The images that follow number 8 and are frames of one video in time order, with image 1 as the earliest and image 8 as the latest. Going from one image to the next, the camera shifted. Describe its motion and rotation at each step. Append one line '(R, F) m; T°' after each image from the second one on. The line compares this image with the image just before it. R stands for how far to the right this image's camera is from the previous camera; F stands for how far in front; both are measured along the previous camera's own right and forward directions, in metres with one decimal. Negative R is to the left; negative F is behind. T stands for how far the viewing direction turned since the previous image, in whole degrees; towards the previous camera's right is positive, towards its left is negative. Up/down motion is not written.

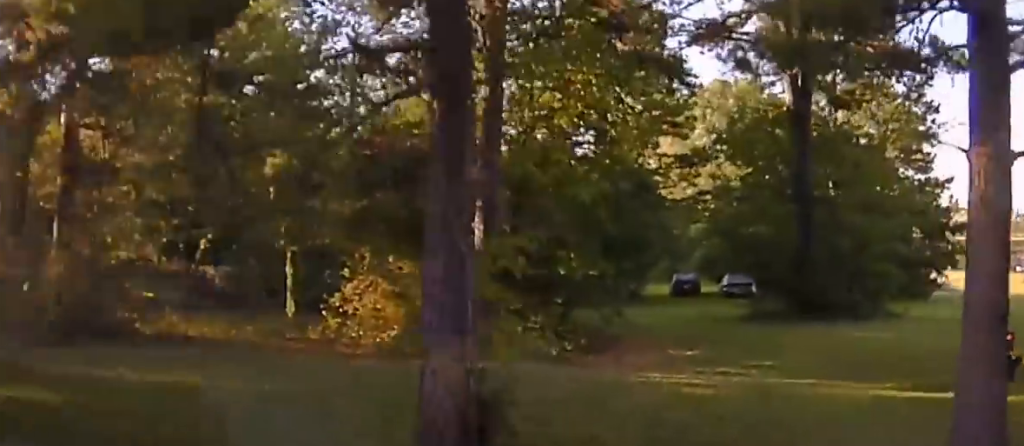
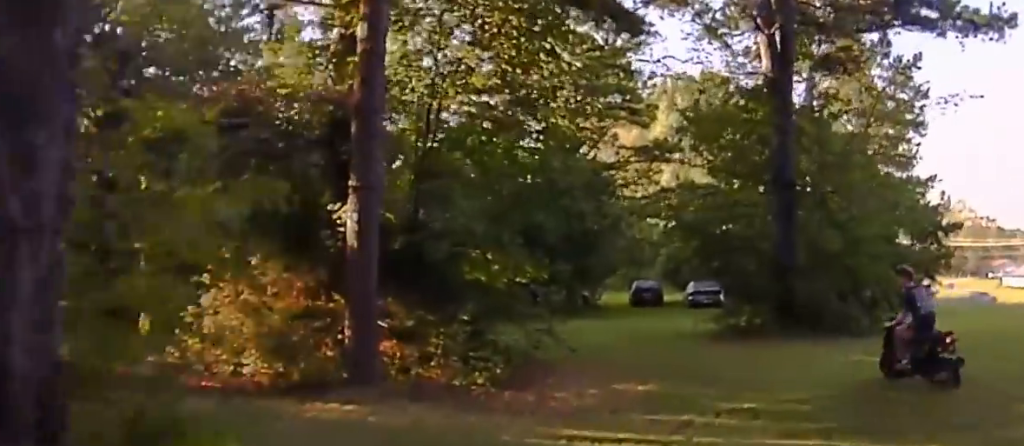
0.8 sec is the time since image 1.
(+0.2, +4.8) m; +4°
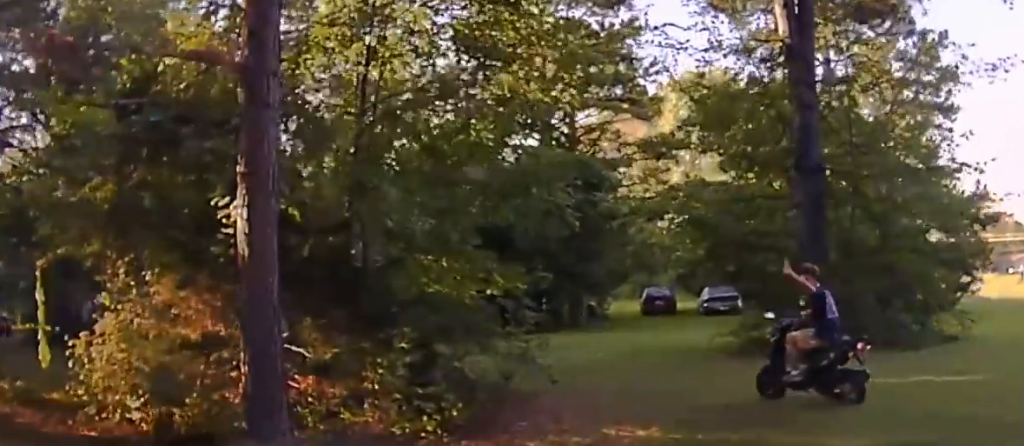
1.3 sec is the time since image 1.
(+0.2, +3.0) m; +2°
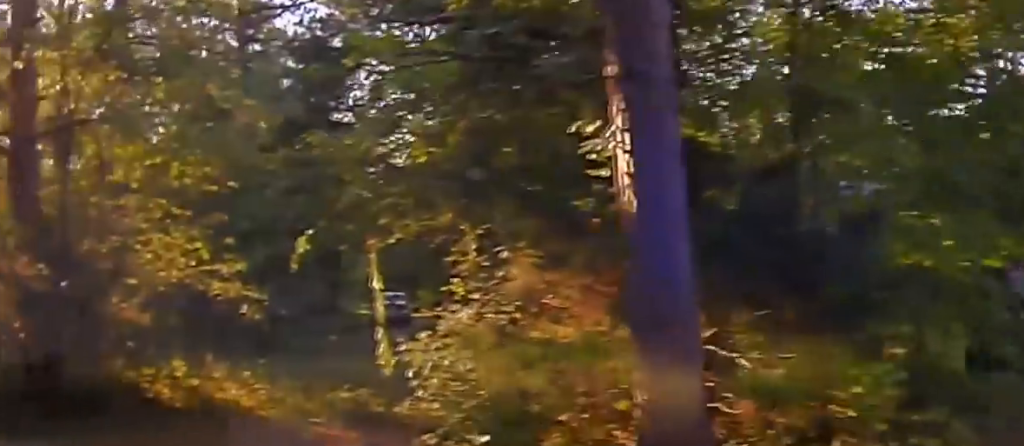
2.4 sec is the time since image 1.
(-0.2, +3.3) m; -14°
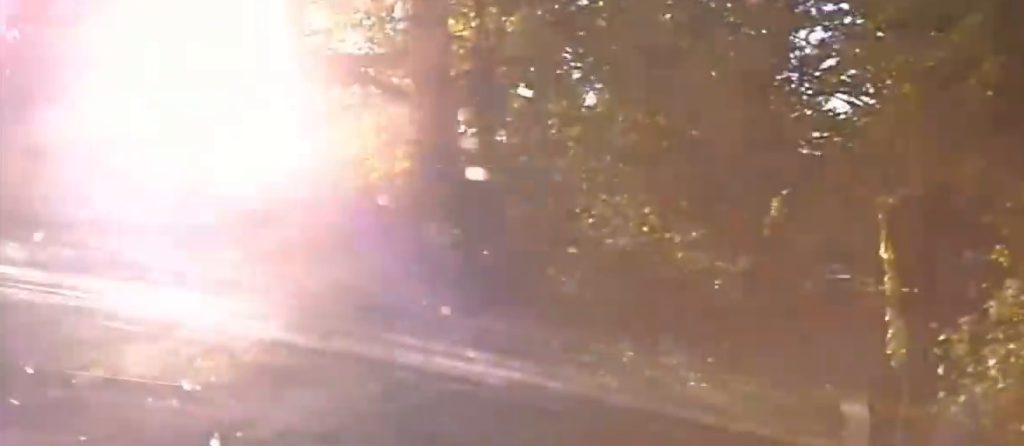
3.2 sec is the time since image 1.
(-0.4, +1.6) m; -25°
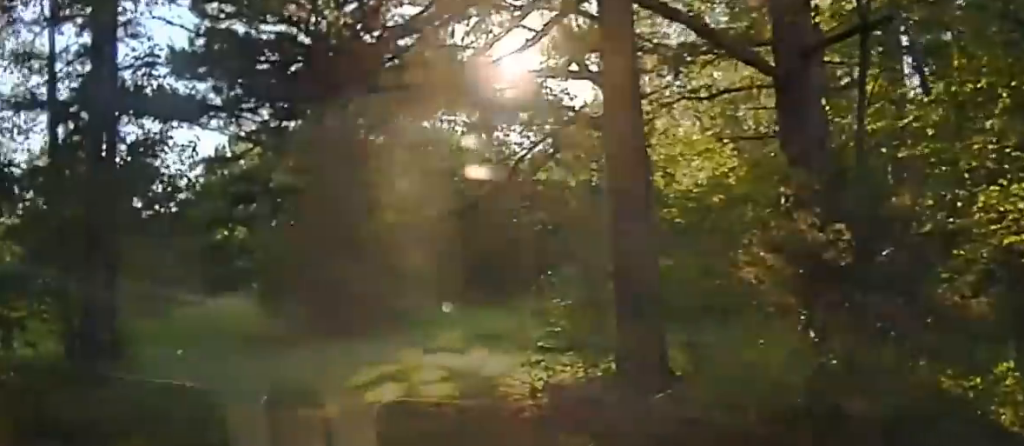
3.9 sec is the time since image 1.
(-0.3, +1.5) m; -19°
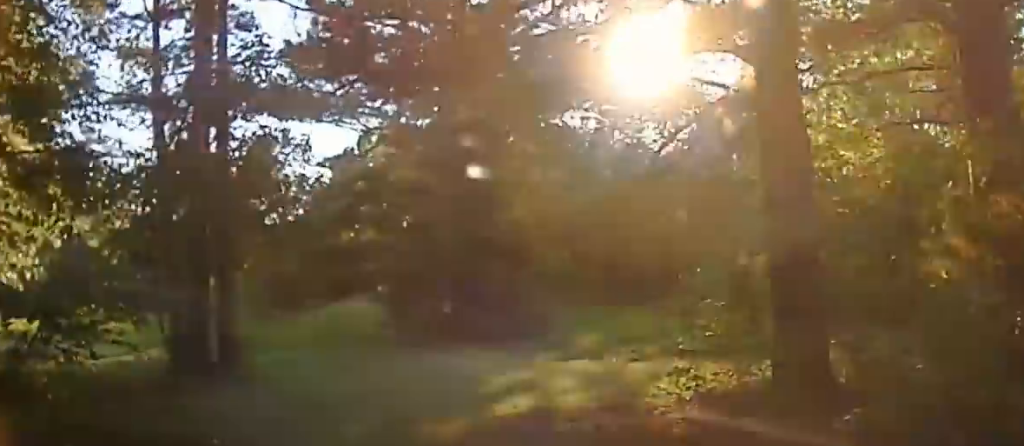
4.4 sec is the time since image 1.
(-0.1, +1.2) m; -12°
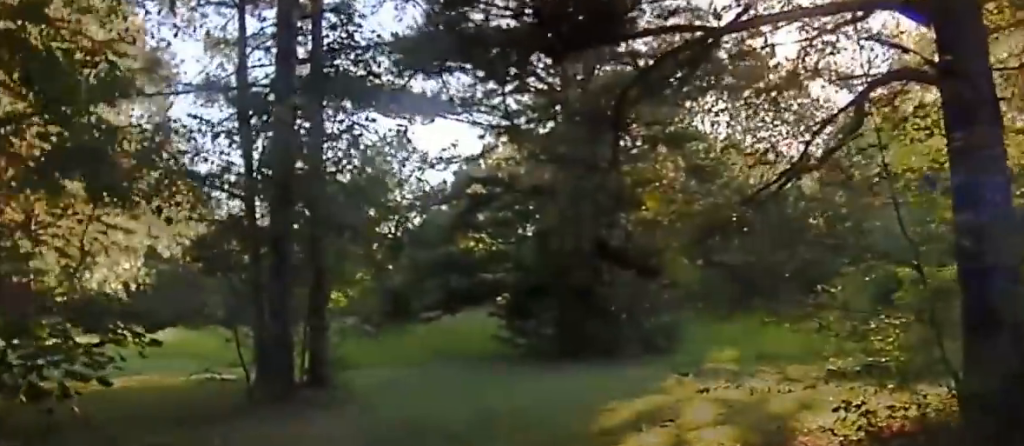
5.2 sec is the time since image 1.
(-0.3, +2.3) m; -12°
